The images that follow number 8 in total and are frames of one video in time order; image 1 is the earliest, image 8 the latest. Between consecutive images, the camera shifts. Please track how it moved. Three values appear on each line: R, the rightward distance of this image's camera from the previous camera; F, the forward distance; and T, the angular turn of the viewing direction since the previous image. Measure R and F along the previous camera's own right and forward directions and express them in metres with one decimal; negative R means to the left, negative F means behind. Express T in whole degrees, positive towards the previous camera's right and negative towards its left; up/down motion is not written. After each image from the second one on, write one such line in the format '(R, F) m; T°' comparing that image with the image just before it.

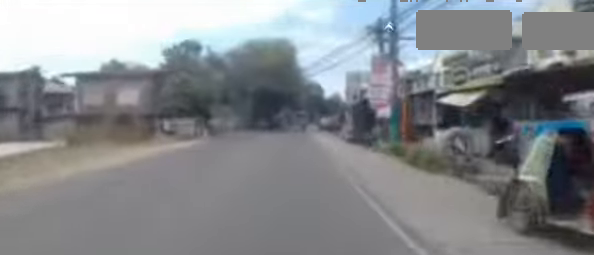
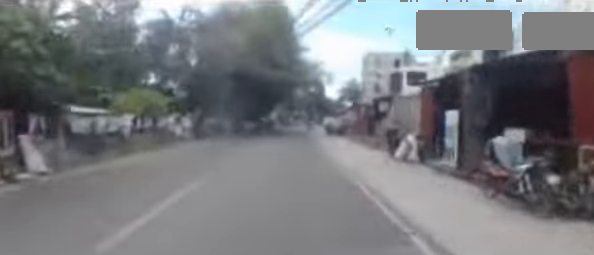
(-0.1, +13.9) m; +1°
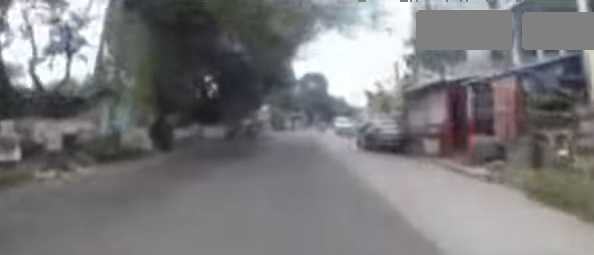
(+1.0, +17.5) m; +3°
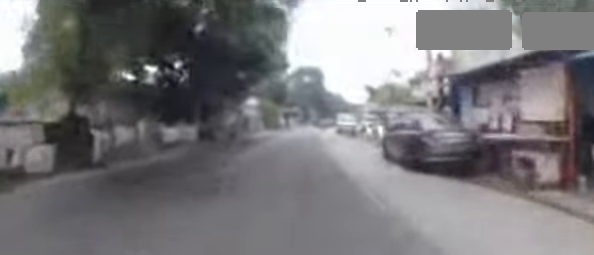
(+0.1, +5.8) m; 0°
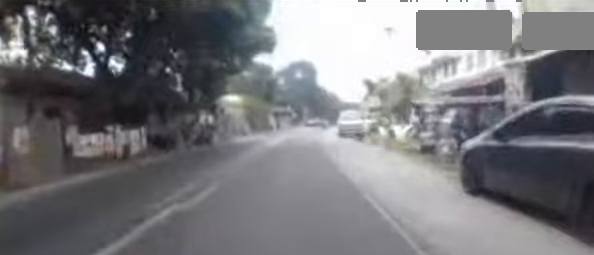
(-0.4, +5.3) m; +1°
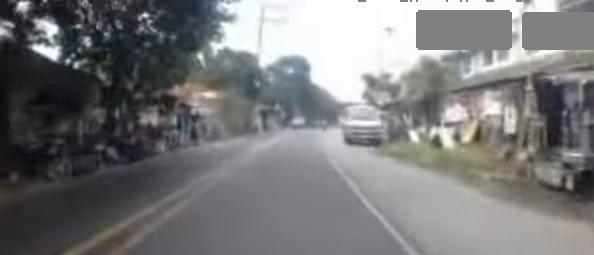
(+0.2, +7.1) m; +2°
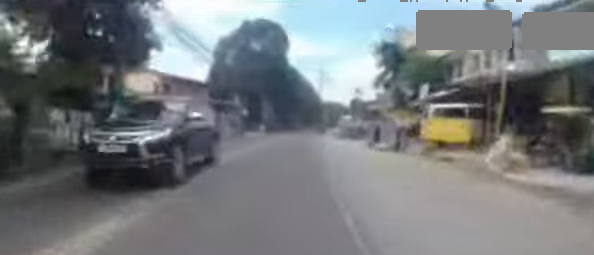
(+1.0, +20.8) m; +4°
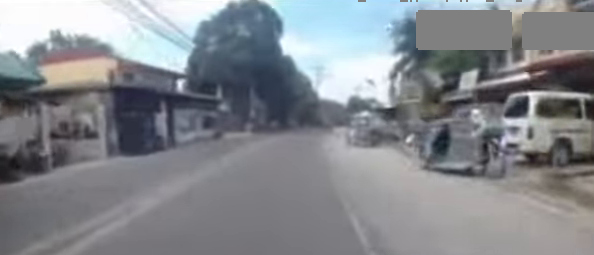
(+0.3, +7.2) m; +2°
